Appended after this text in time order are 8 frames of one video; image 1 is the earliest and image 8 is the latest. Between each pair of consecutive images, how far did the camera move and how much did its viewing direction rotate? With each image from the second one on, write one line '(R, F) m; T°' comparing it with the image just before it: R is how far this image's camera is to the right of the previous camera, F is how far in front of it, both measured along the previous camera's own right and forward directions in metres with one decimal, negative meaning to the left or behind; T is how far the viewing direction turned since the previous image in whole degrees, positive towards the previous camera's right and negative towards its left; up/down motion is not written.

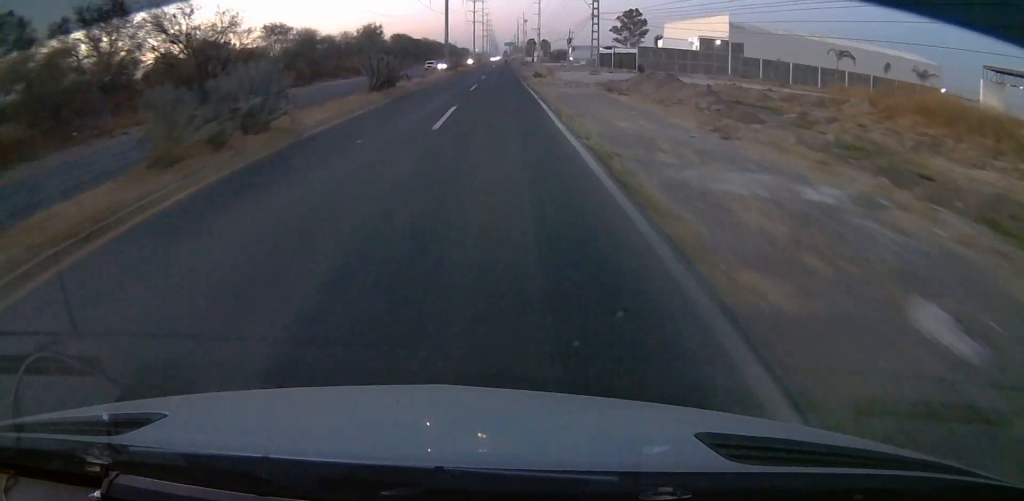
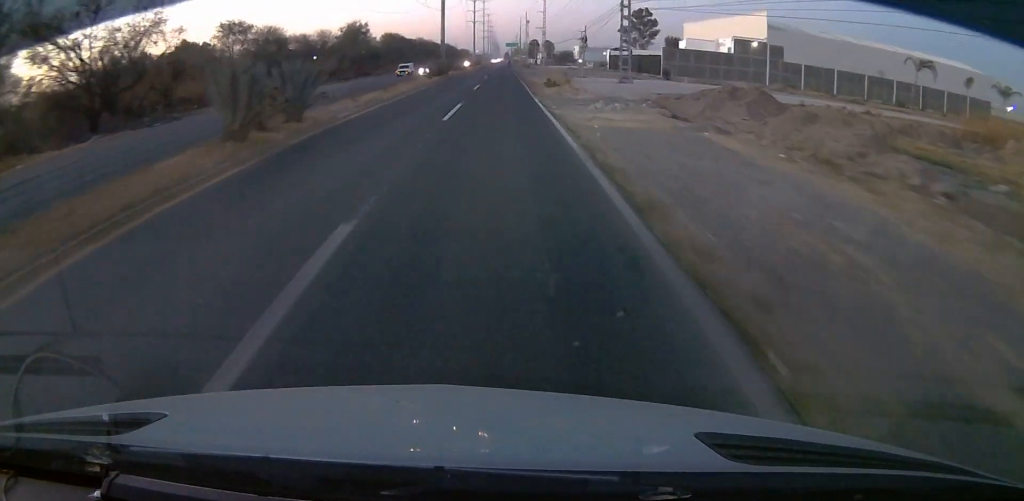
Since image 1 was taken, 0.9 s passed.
(+0.2, +17.2) m; -1°
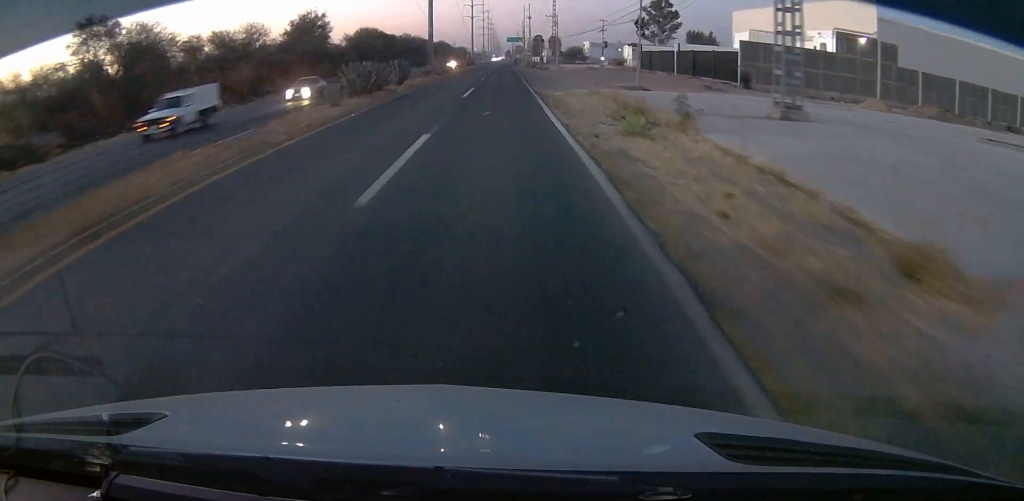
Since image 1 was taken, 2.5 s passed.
(-1.8, +31.7) m; -2°
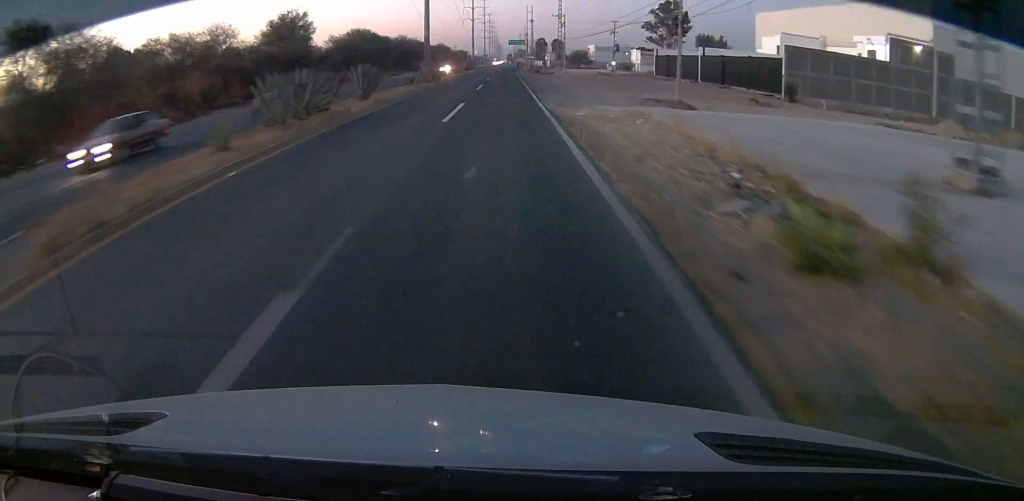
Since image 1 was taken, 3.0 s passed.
(+0.7, +10.3) m; +2°
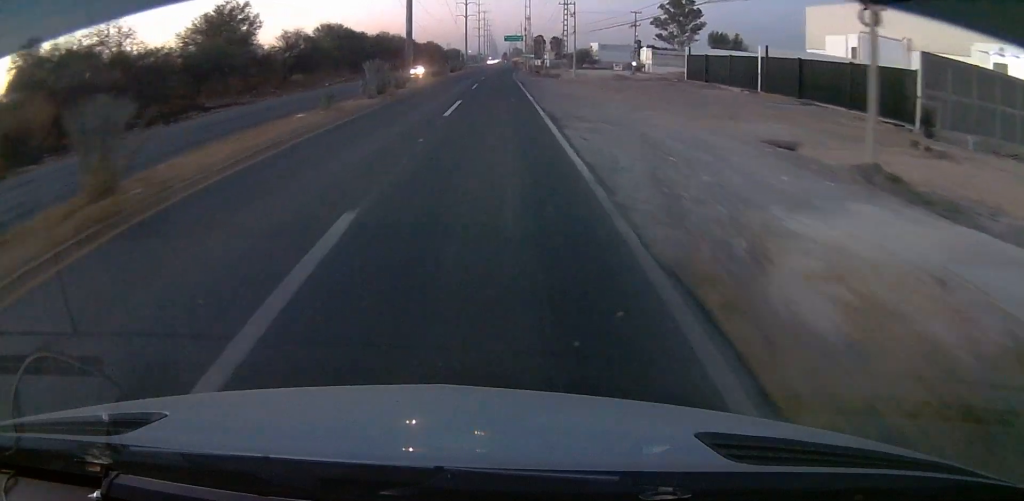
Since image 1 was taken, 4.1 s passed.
(+0.6, +20.0) m; +2°
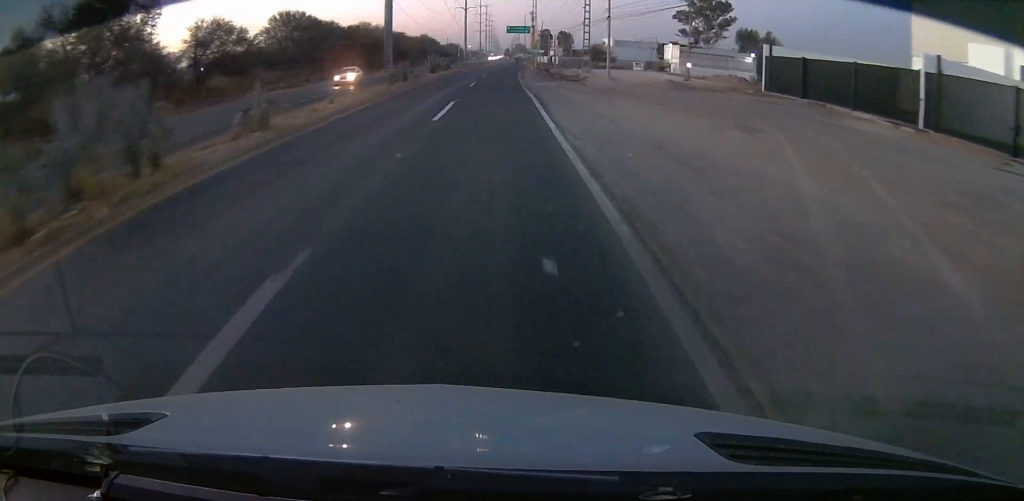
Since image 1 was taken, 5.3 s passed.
(0.0, +24.5) m; 0°
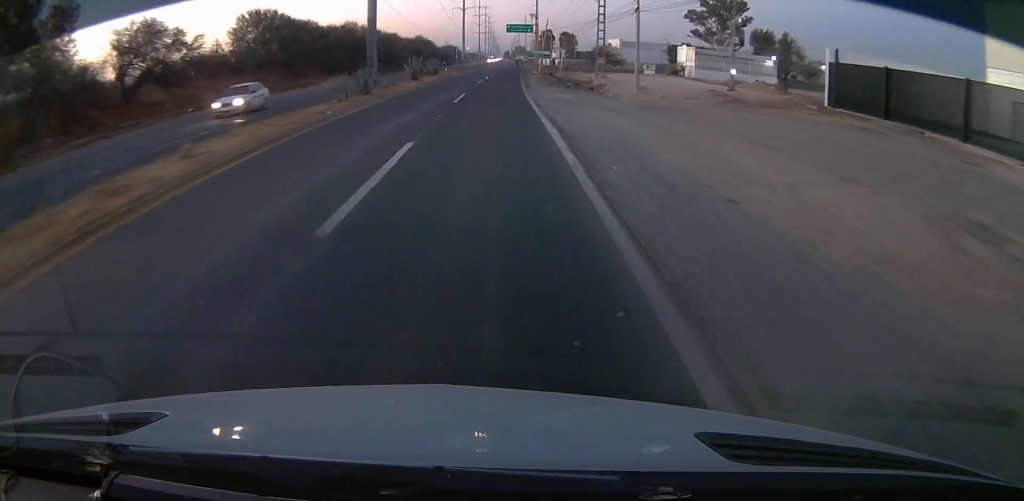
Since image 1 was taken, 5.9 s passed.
(0.0, +11.5) m; 0°
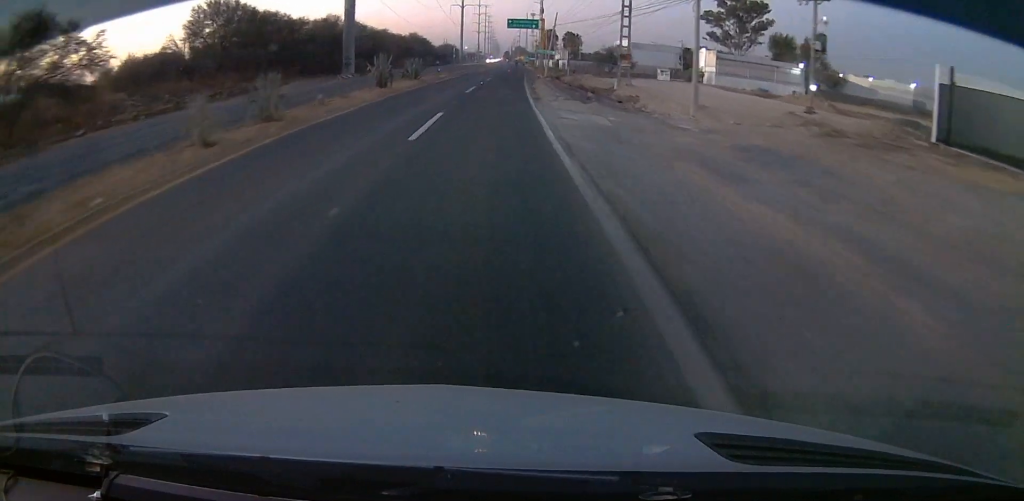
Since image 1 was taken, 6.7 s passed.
(0.0, +13.3) m; -1°
